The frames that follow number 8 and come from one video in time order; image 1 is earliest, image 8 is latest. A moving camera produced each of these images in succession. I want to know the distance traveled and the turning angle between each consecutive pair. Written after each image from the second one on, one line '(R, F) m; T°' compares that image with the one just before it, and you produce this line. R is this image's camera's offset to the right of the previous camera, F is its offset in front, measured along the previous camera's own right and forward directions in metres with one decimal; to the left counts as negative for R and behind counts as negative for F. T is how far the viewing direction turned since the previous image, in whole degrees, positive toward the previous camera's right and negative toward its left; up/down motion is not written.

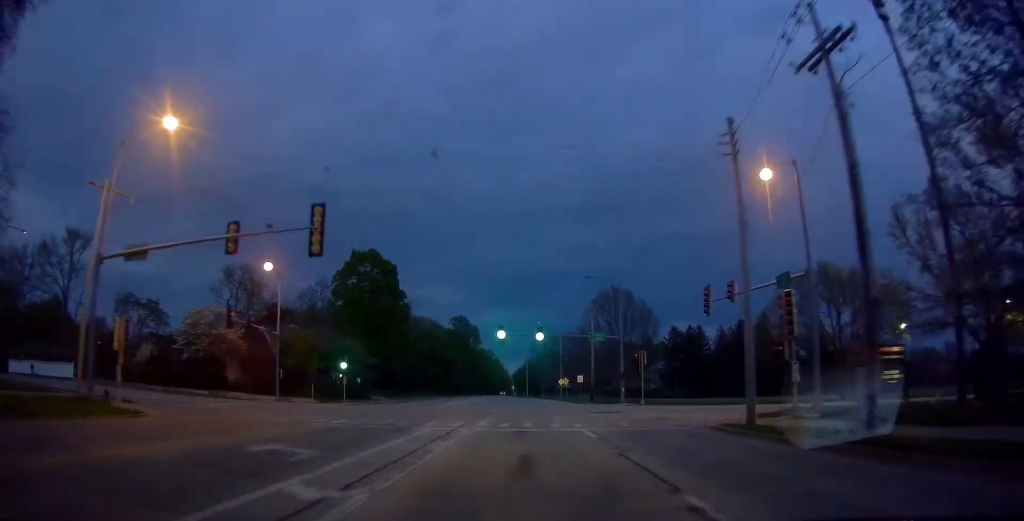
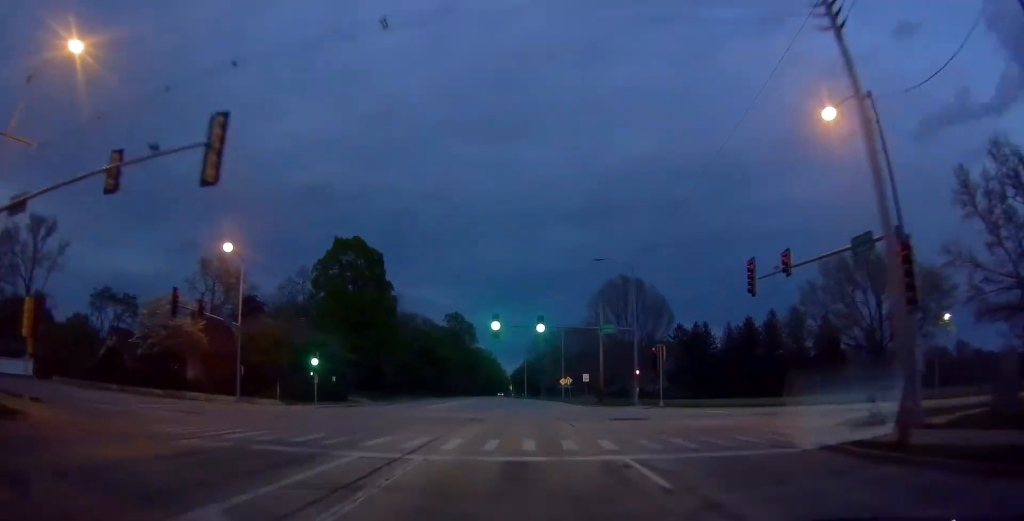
(0.0, +8.2) m; 0°
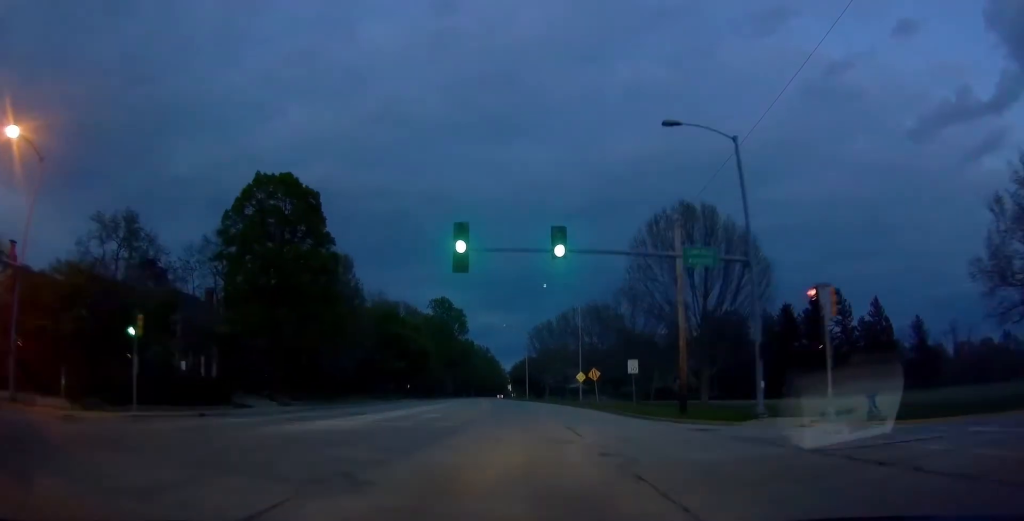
(0.0, +26.7) m; 0°
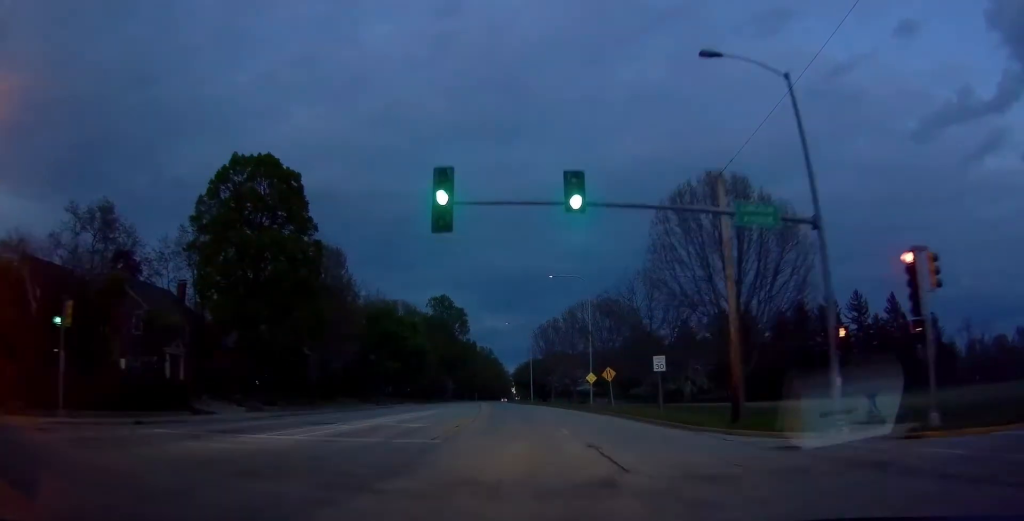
(0.0, +6.5) m; 0°
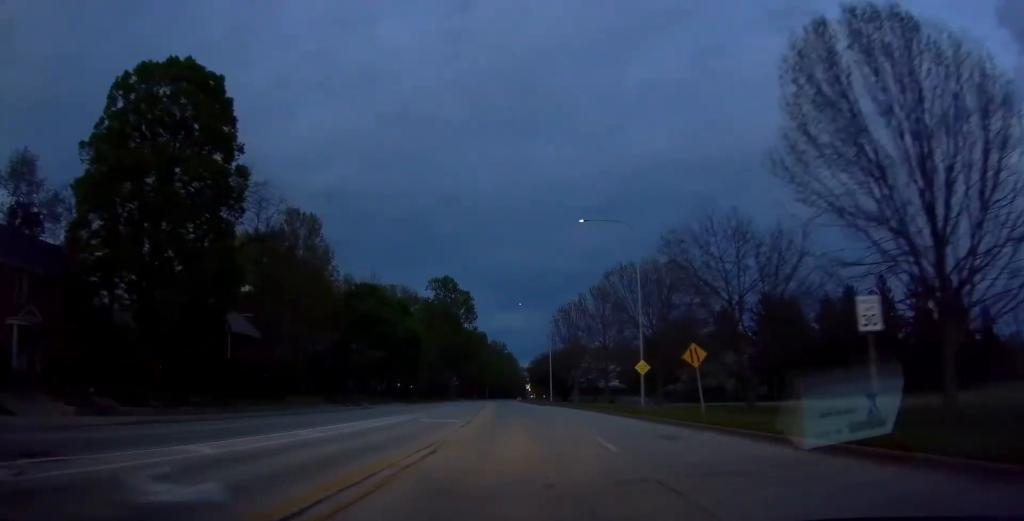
(0.0, +18.3) m; -2°
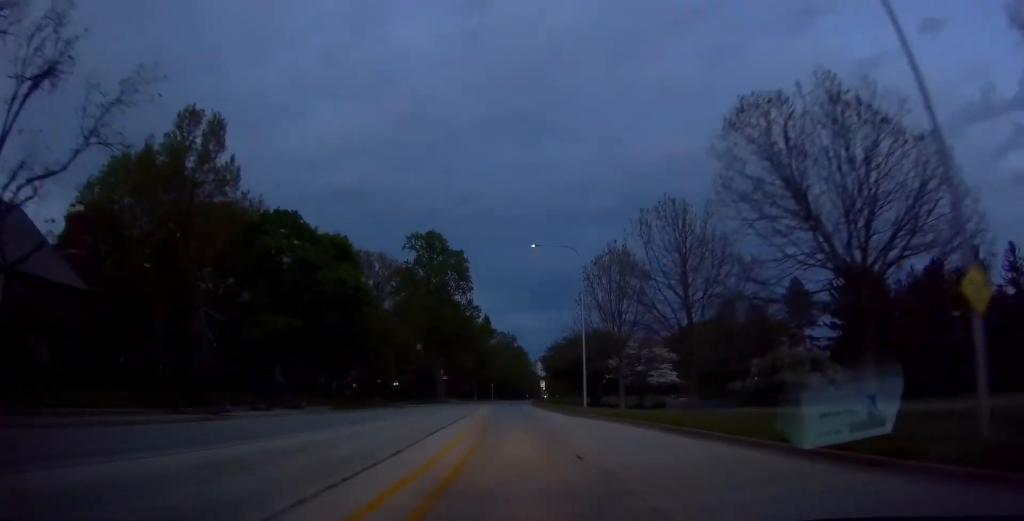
(-0.3, +29.7) m; +1°
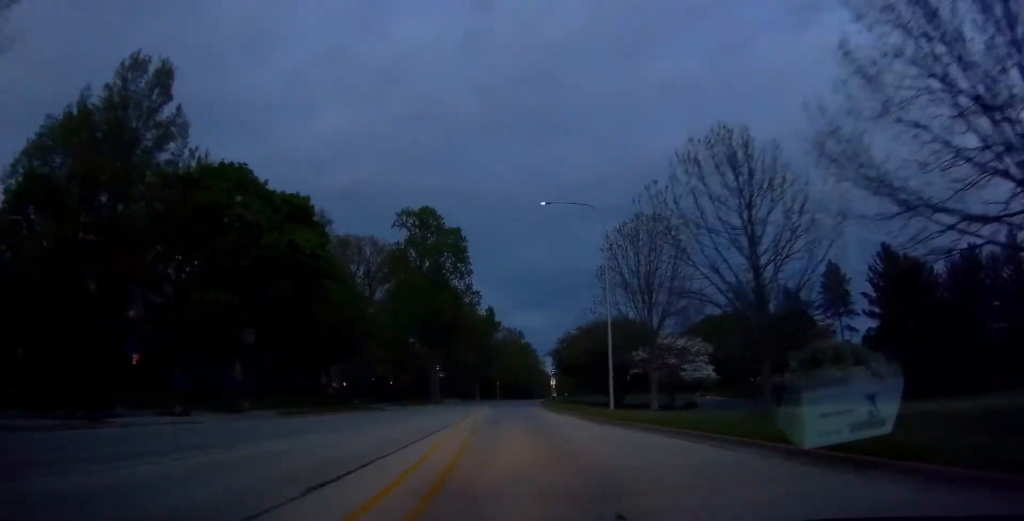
(+0.1, +9.9) m; 0°
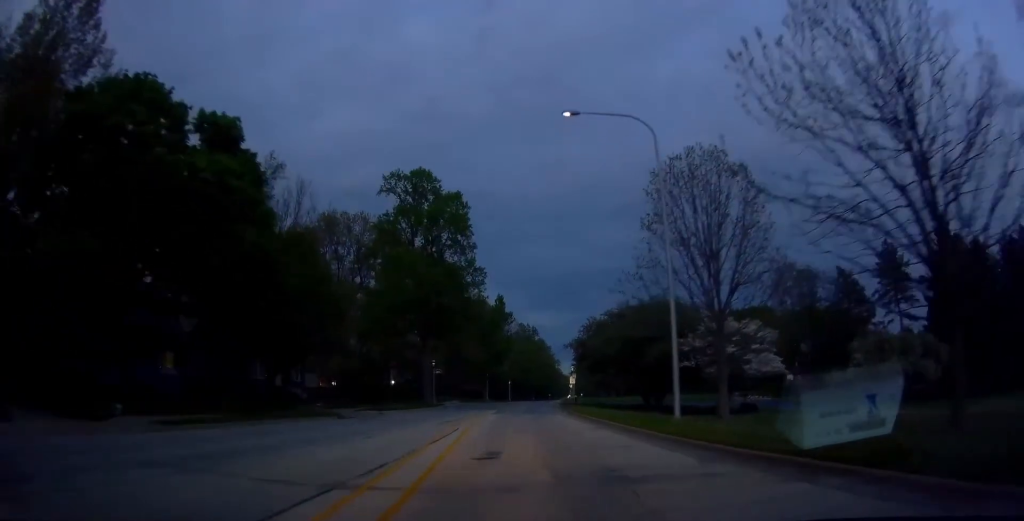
(+0.1, +12.6) m; -1°
